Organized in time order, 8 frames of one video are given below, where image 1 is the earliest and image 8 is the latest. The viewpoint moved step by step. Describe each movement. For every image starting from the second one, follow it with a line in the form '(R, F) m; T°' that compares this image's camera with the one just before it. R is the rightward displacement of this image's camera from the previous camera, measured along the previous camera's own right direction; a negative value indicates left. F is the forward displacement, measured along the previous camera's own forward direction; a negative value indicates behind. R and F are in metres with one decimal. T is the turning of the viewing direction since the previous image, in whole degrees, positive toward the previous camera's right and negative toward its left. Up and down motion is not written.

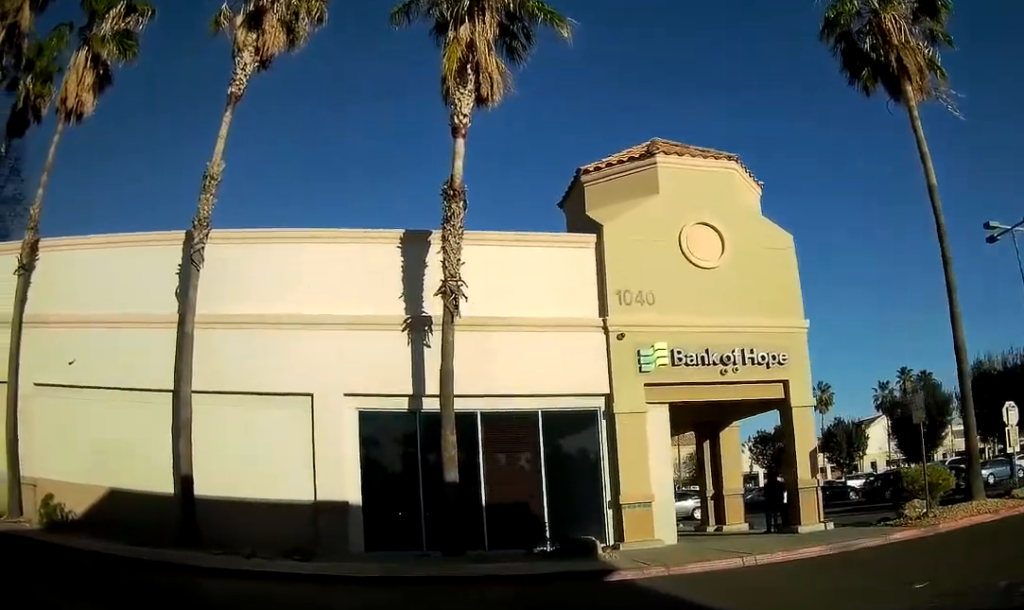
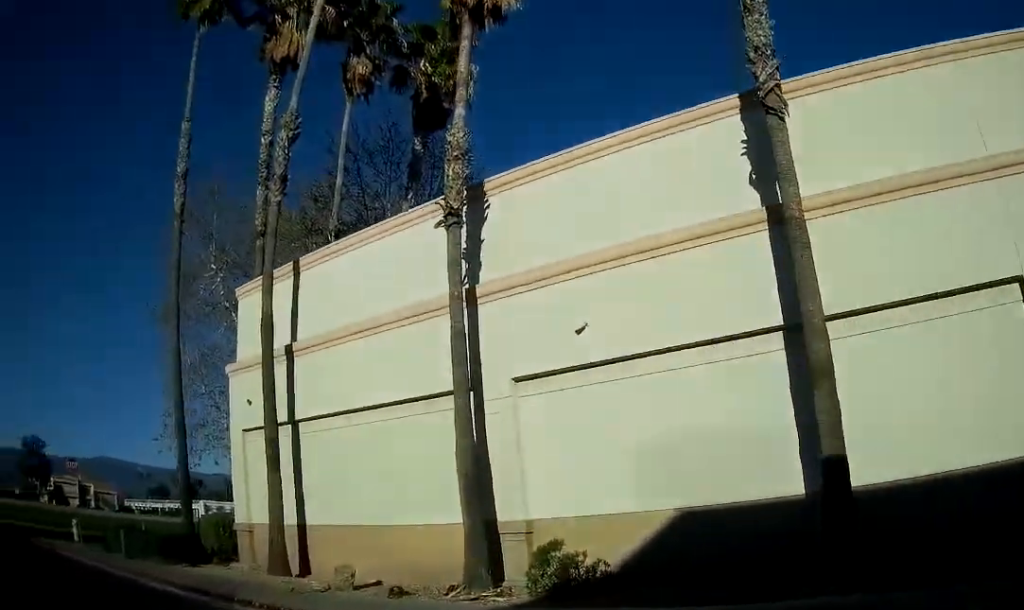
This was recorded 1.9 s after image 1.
(0.0, +5.3) m; -26°
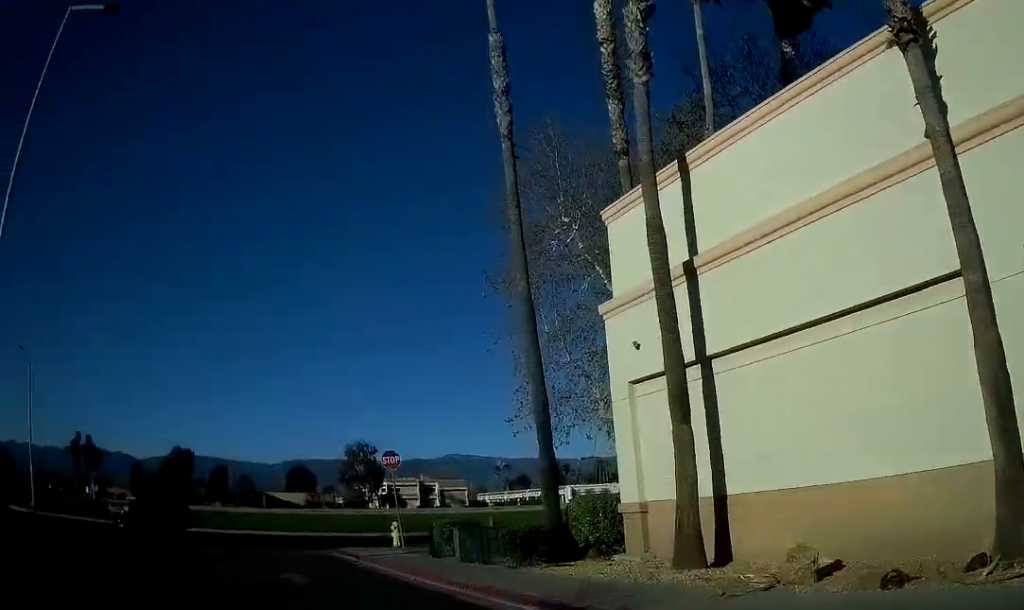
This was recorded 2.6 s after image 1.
(-0.5, +2.0) m; -28°
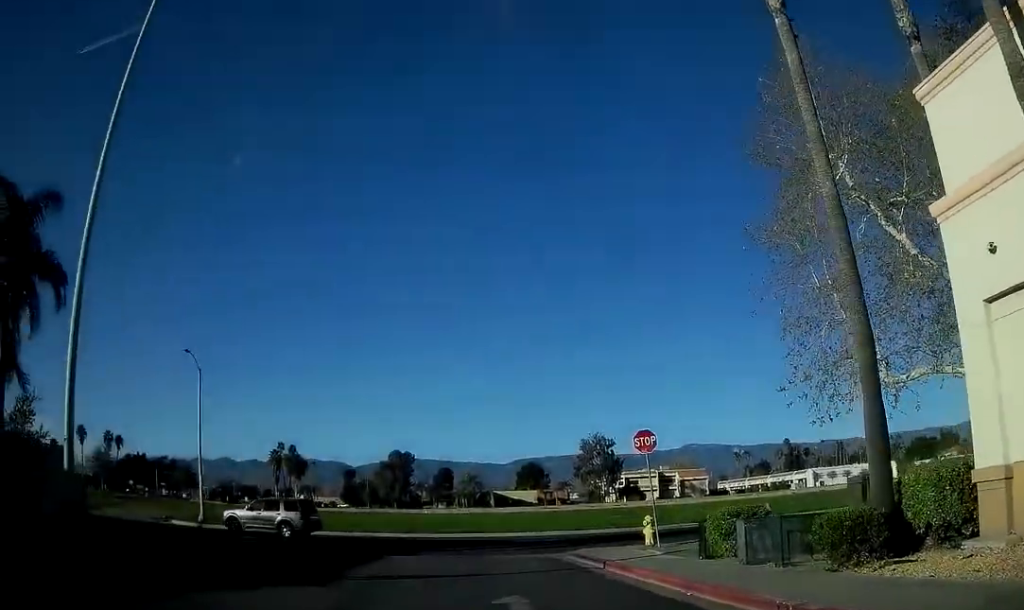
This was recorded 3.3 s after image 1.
(-0.8, +2.8) m; -21°
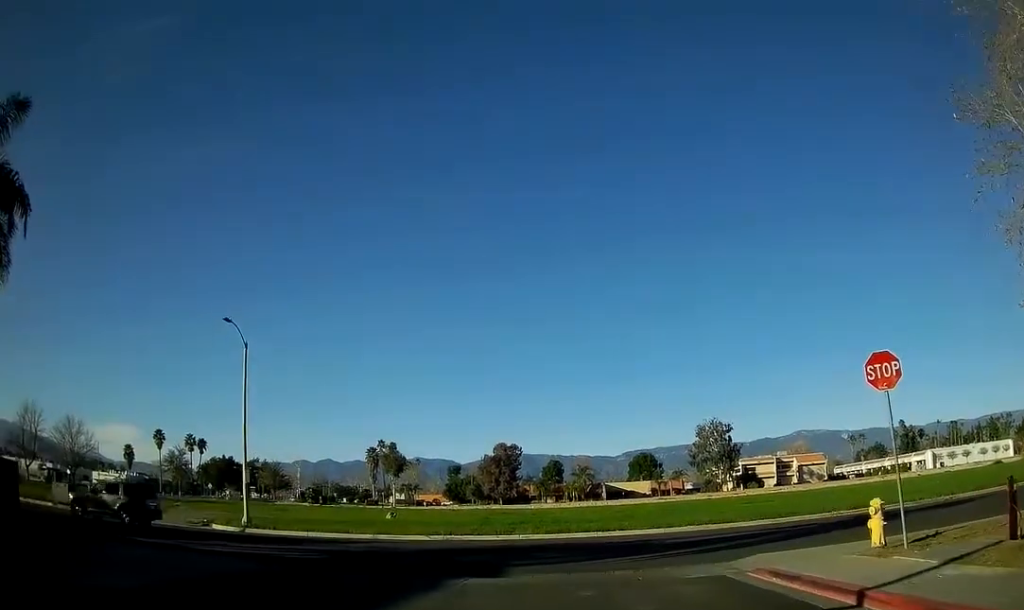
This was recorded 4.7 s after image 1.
(-0.9, +7.0) m; -13°
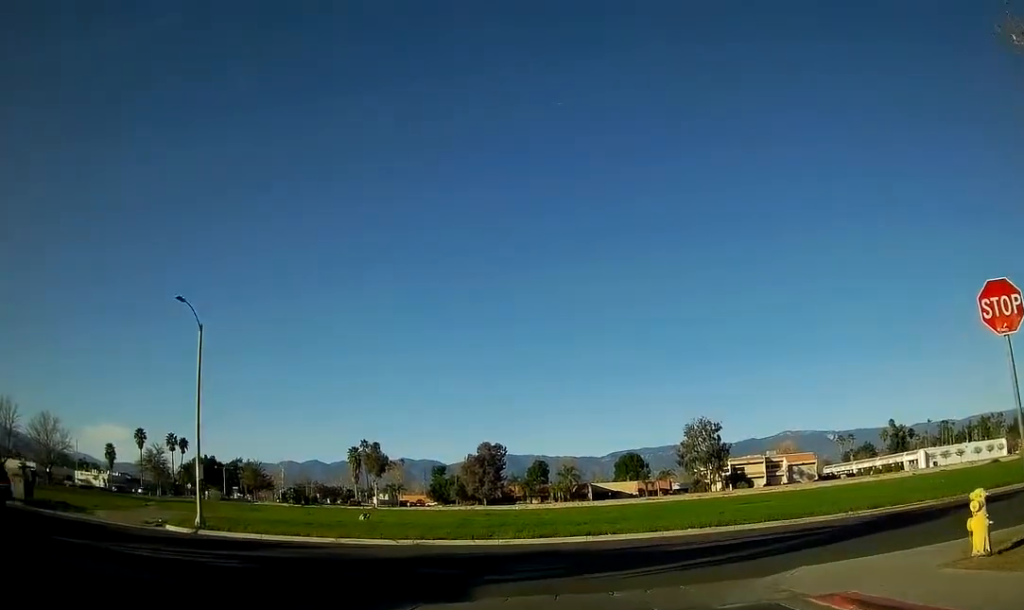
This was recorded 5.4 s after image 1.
(-0.2, +3.7) m; -4°
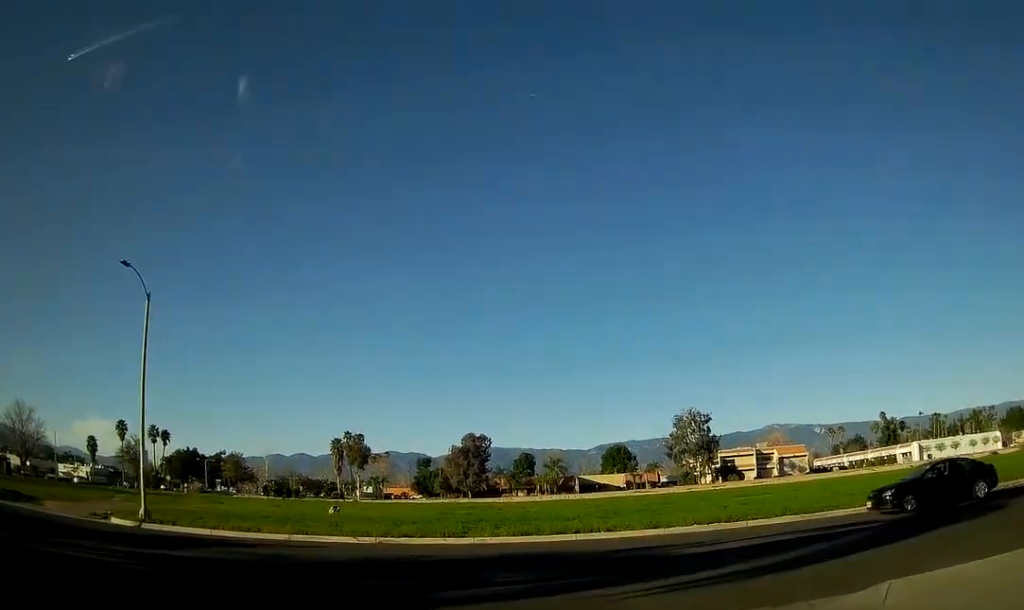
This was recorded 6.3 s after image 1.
(-0.1, +4.4) m; +7°
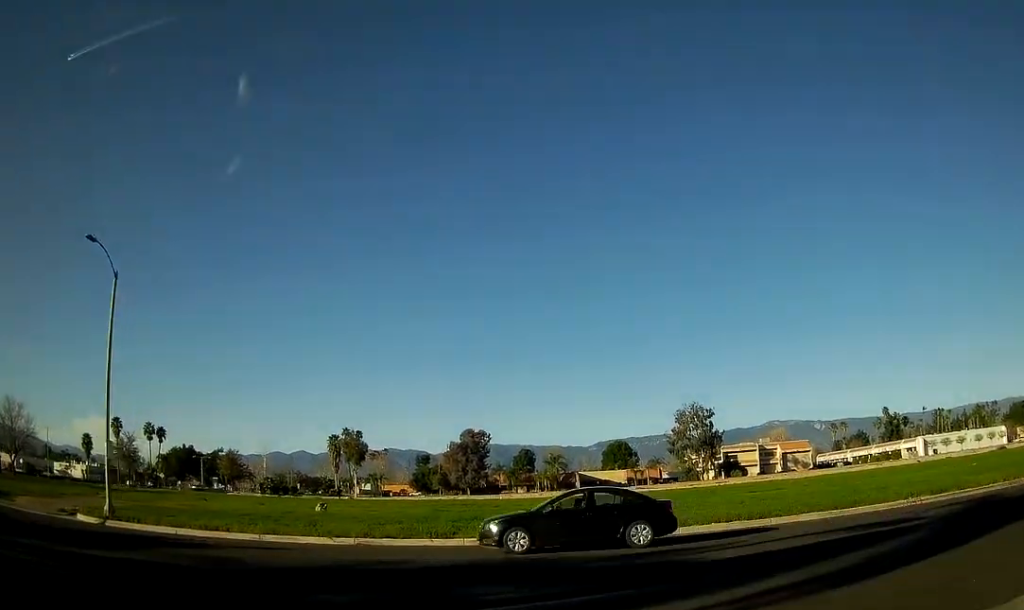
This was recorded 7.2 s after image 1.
(+0.6, +3.5) m; +4°
